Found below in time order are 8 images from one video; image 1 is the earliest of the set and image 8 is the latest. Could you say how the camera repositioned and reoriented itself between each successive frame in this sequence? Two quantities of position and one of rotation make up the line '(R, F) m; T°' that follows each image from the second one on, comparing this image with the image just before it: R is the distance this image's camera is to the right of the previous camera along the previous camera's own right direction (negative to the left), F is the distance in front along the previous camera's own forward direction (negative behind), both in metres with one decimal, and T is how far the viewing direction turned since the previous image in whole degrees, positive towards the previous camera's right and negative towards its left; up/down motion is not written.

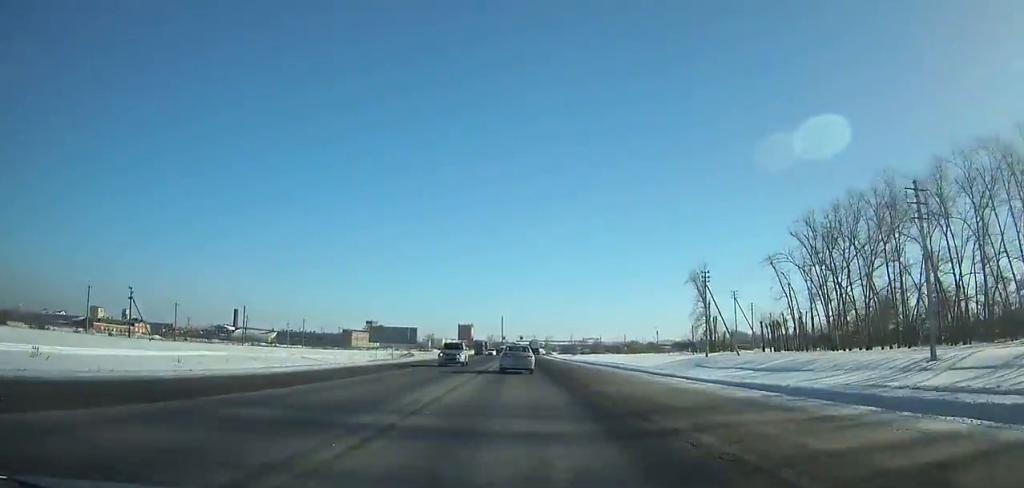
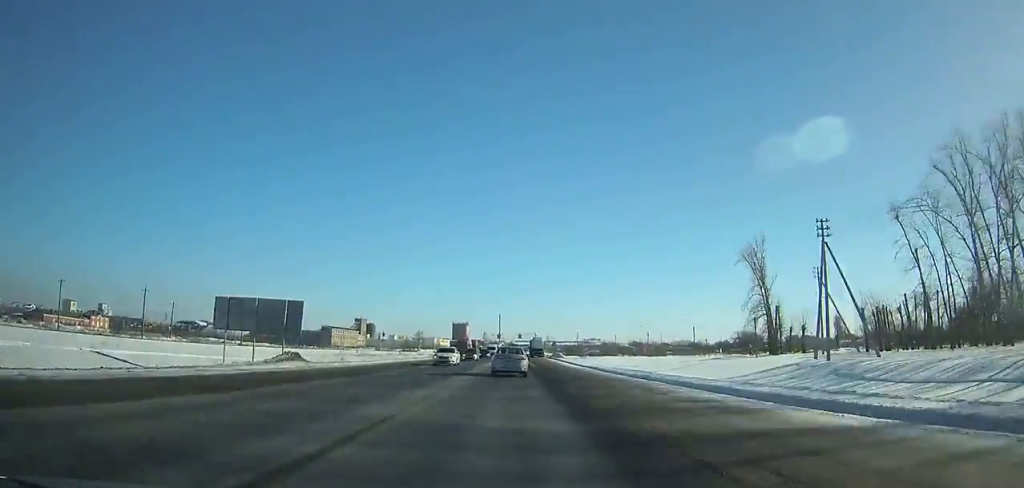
(-0.1, +38.3) m; 0°
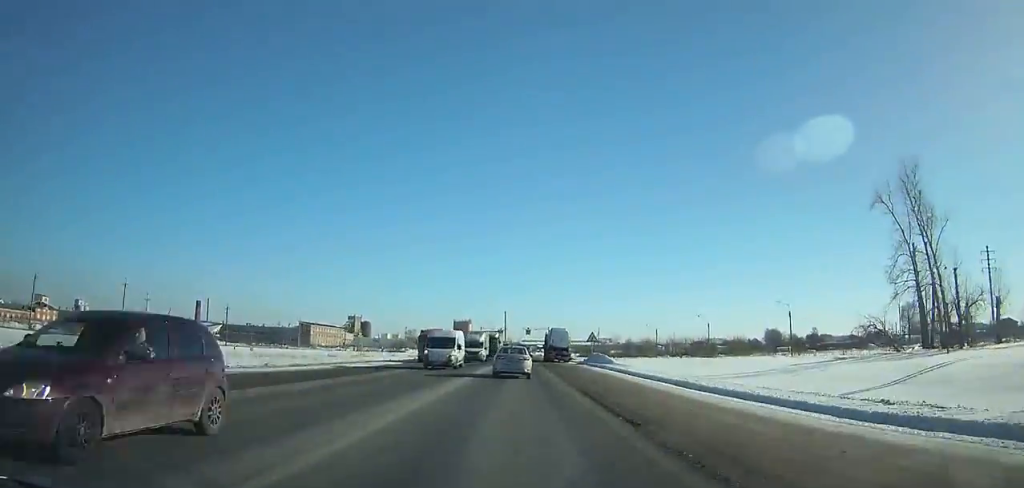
(-0.1, +46.0) m; 0°
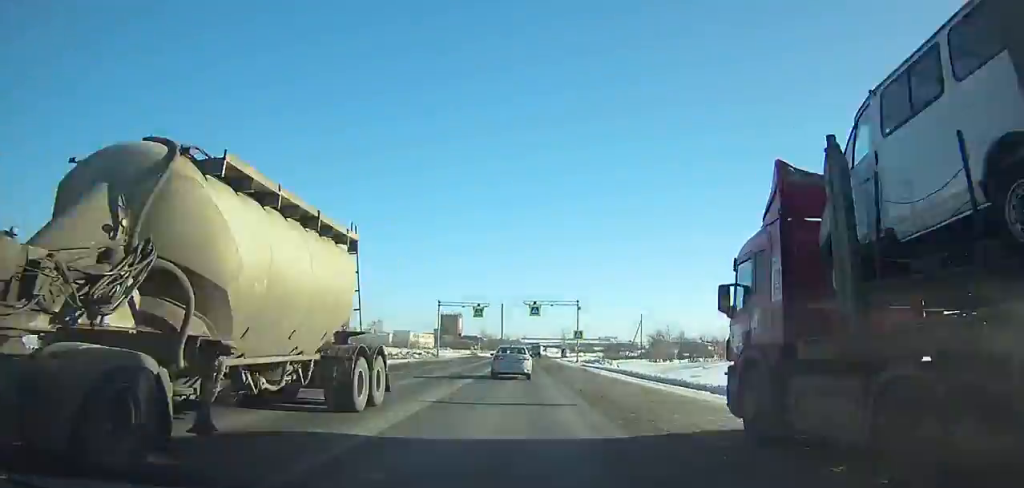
(-0.2, +74.8) m; 0°
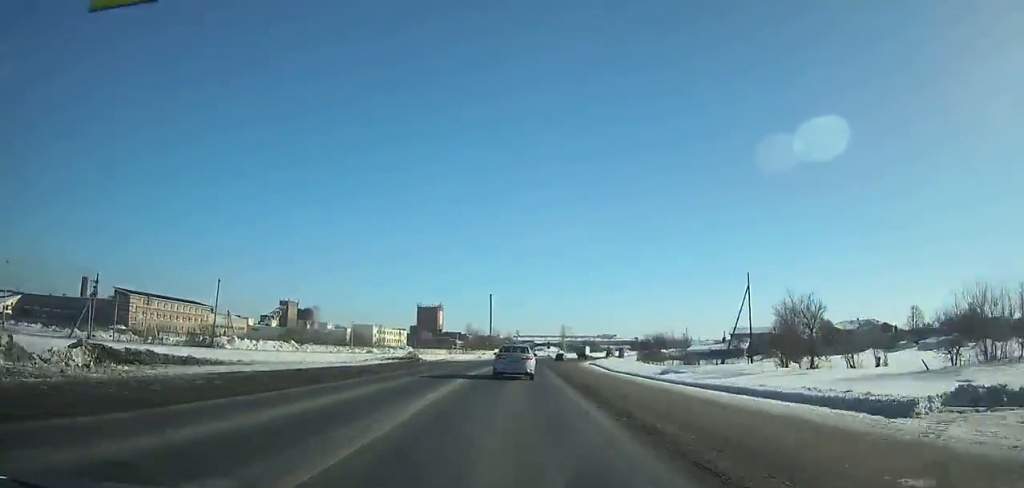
(+0.5, +65.0) m; +2°
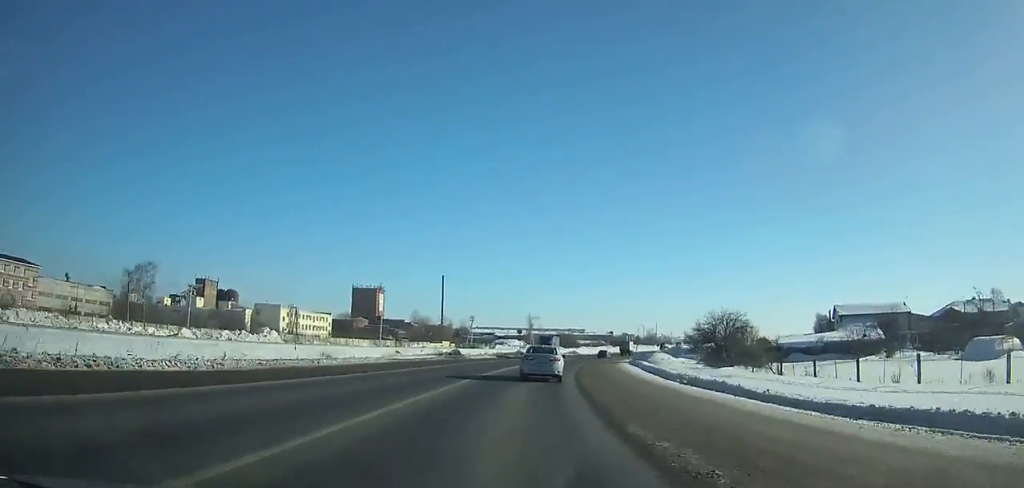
(+2.1, +62.7) m; +7°
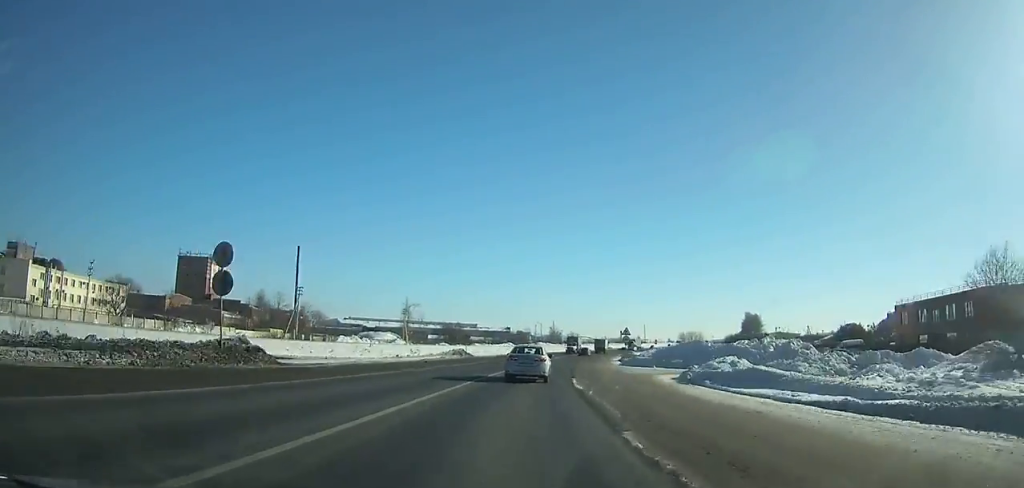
(+5.7, +67.9) m; +9°
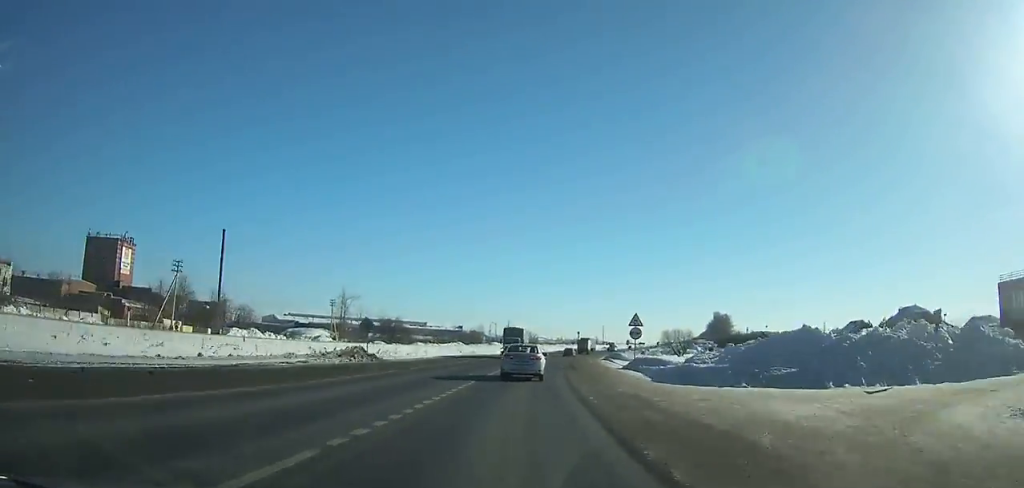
(+1.5, +28.4) m; +3°
